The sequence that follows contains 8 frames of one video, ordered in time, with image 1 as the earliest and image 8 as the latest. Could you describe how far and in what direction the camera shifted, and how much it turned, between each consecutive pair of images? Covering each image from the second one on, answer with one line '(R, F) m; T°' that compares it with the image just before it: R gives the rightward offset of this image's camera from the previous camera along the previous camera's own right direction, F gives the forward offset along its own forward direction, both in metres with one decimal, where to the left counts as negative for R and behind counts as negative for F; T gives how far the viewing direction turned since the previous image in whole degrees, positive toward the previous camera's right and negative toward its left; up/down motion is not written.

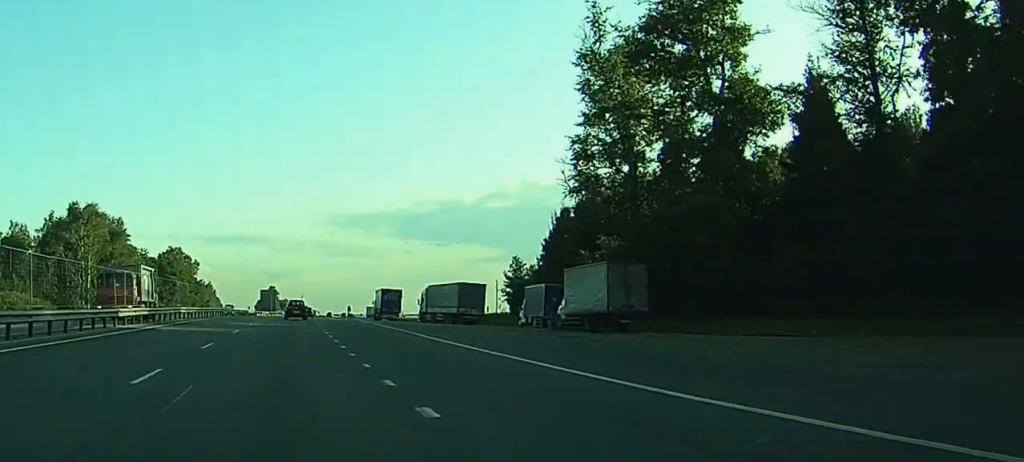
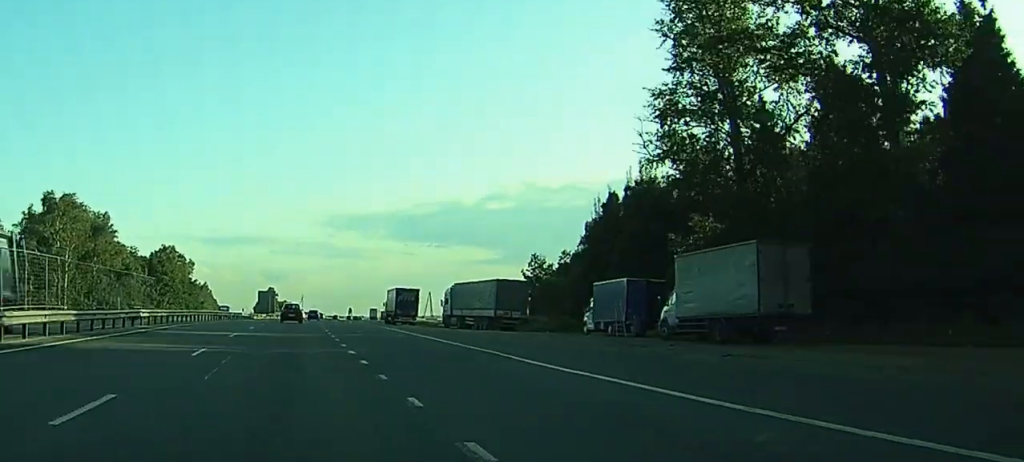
(-0.1, +14.7) m; 0°
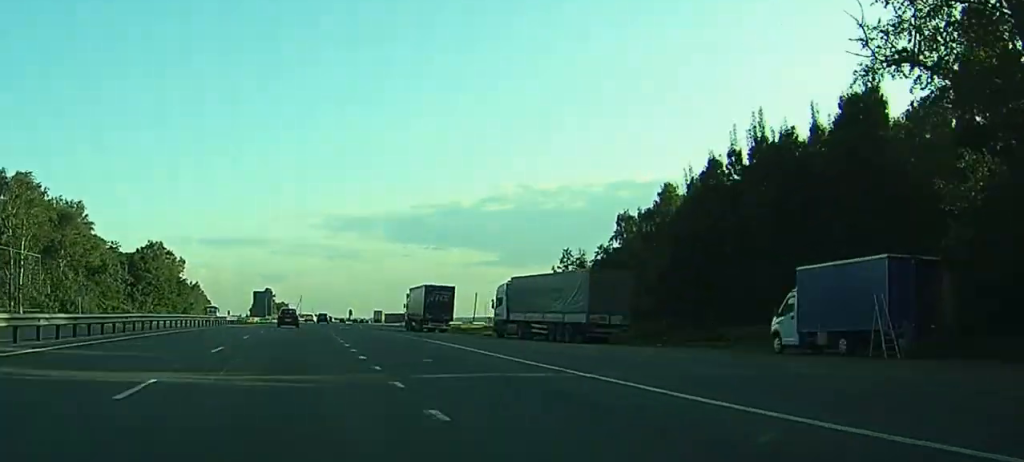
(-0.1, +21.2) m; 0°
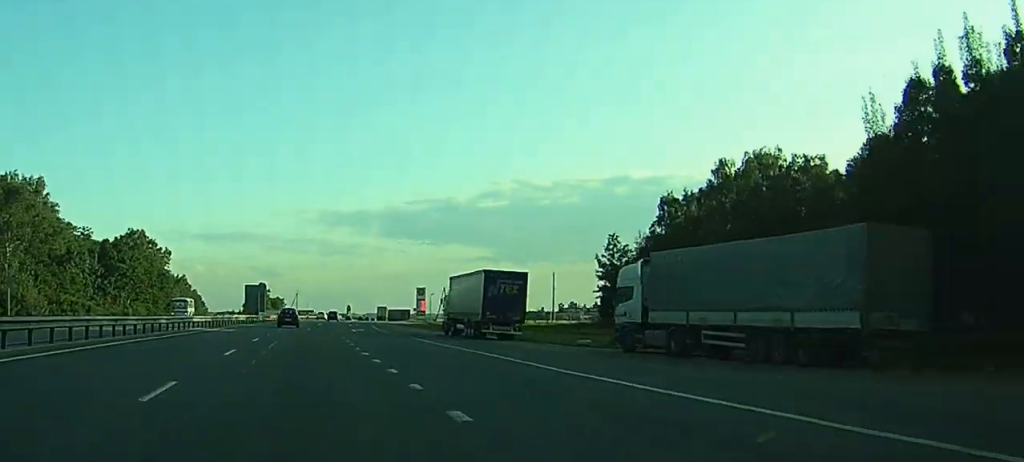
(0.0, +23.8) m; 0°
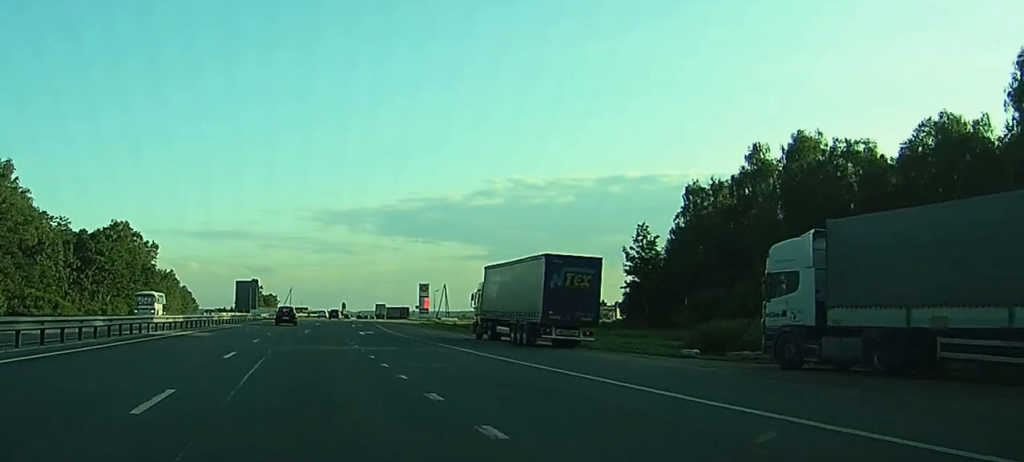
(+0.1, +13.1) m; 0°
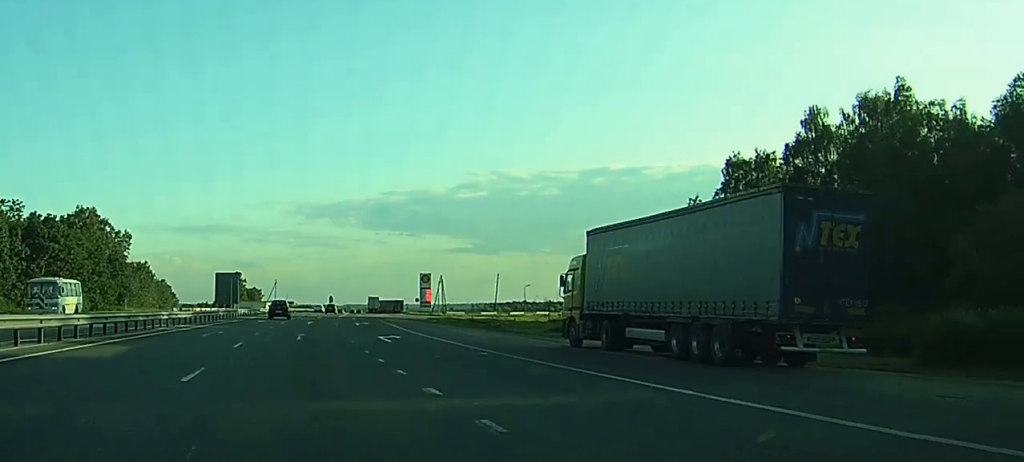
(0.0, +19.7) m; +2°
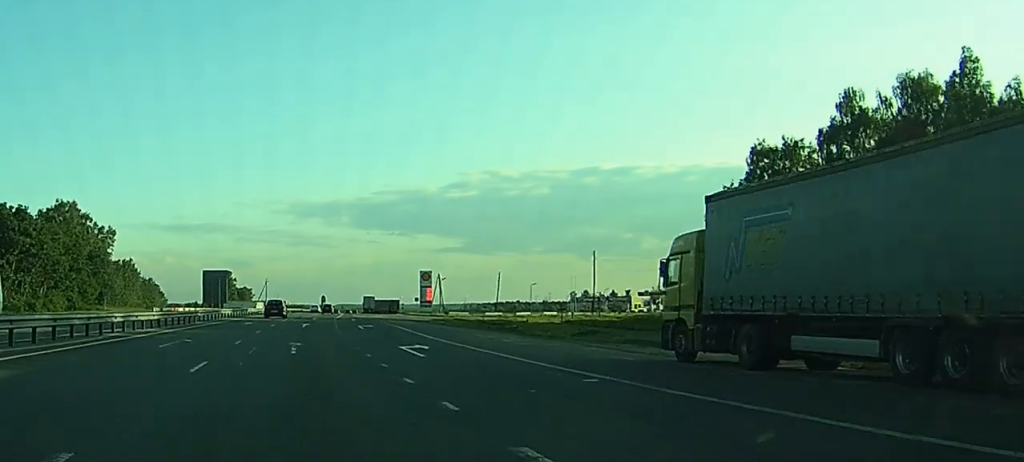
(0.0, +9.8) m; +1°
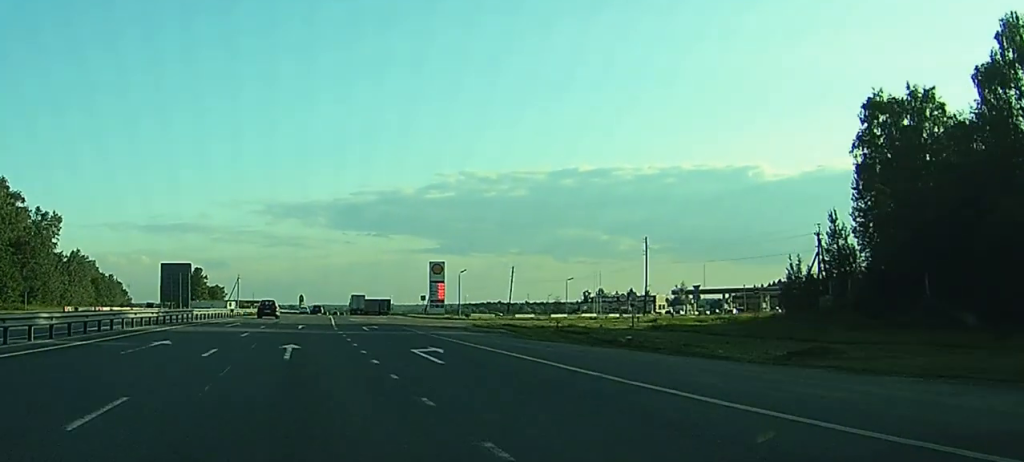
(+1.0, +31.1) m; +2°
